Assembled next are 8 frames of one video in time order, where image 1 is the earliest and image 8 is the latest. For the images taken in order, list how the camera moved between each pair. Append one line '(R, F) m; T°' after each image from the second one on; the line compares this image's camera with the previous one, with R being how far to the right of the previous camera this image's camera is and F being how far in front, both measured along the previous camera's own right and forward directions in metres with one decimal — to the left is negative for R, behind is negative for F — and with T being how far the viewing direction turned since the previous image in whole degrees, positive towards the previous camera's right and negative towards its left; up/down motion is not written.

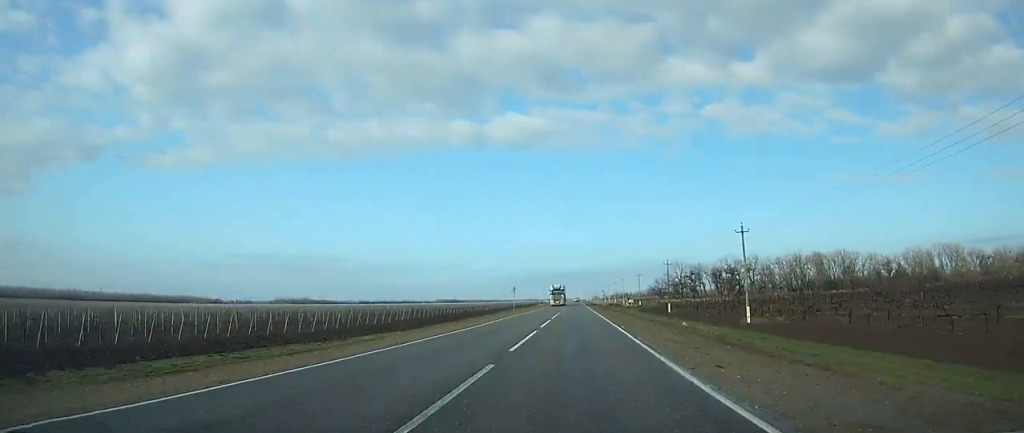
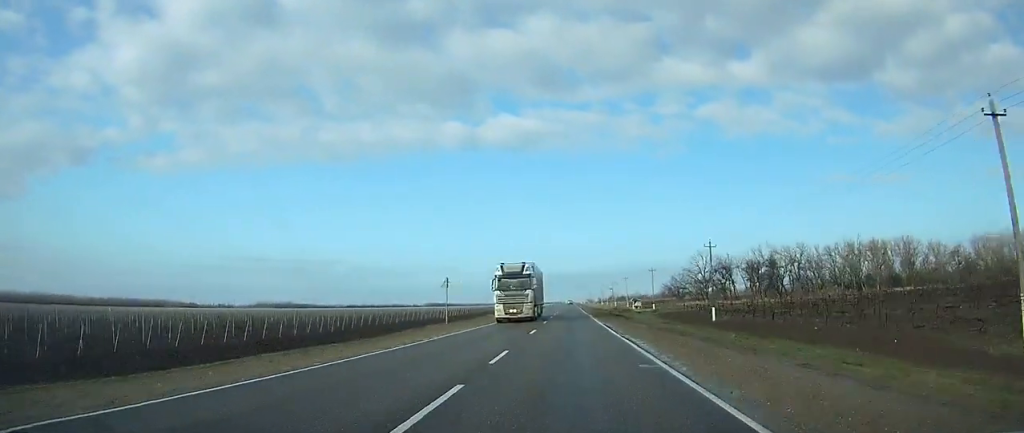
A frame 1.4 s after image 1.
(0.0, +38.5) m; 0°
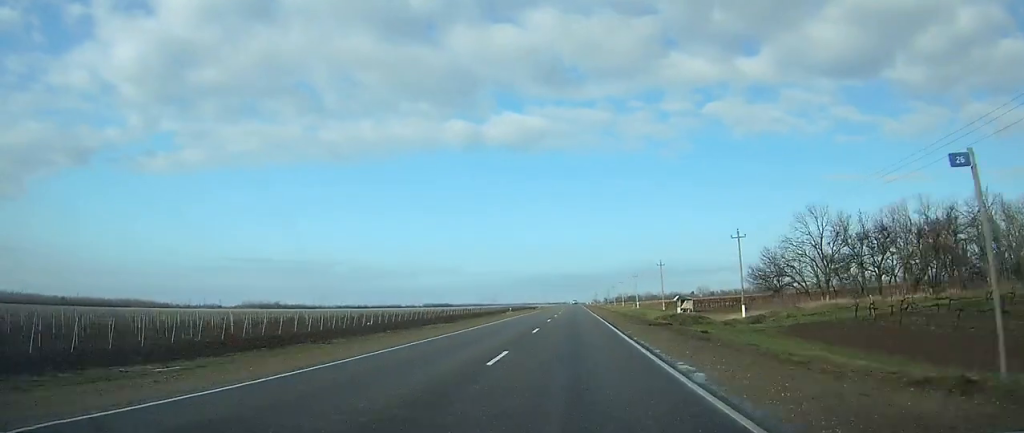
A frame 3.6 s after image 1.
(+0.1, +60.6) m; 0°
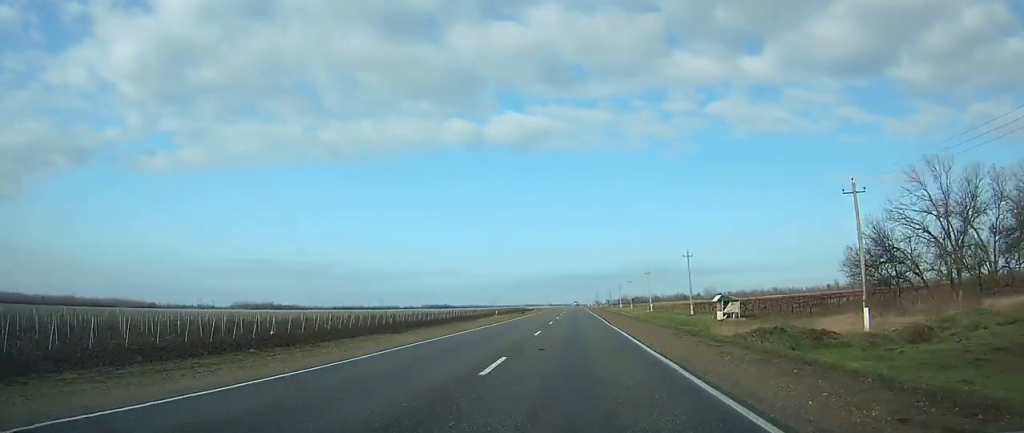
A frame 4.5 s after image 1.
(-0.2, +25.7) m; 0°
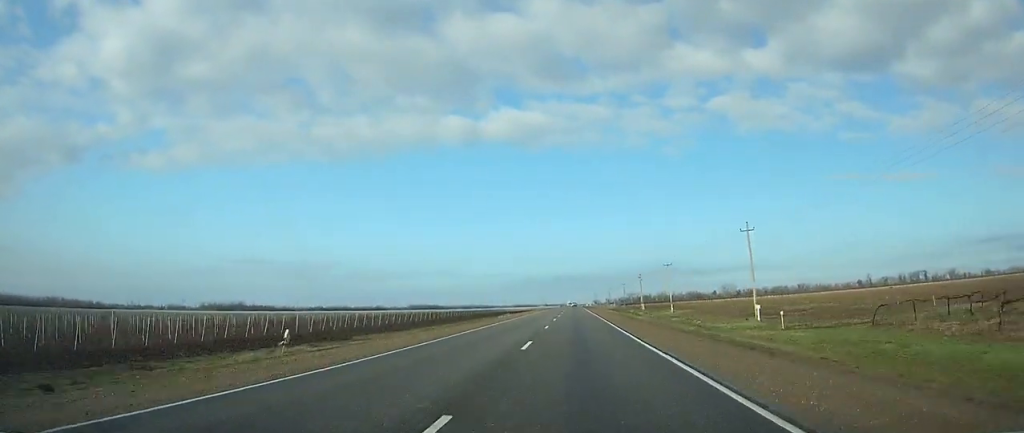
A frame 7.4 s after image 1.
(-0.1, +79.0) m; 0°
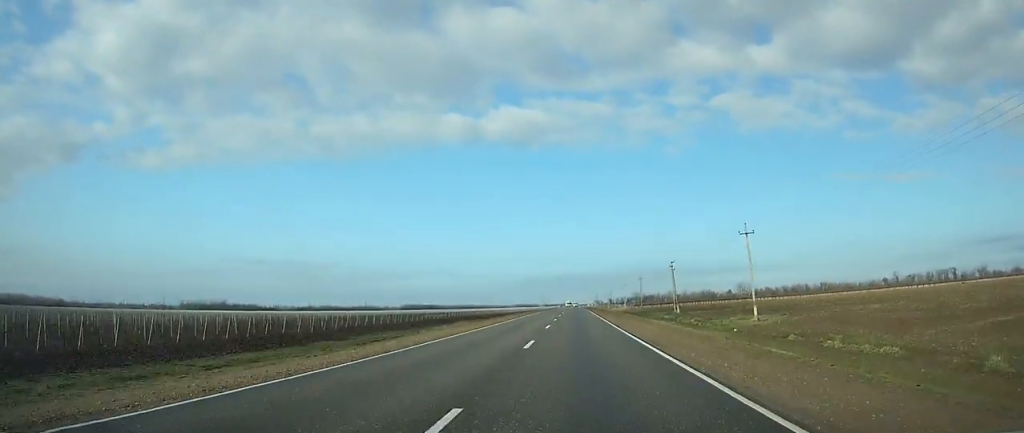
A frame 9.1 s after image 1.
(+0.2, +47.9) m; 0°
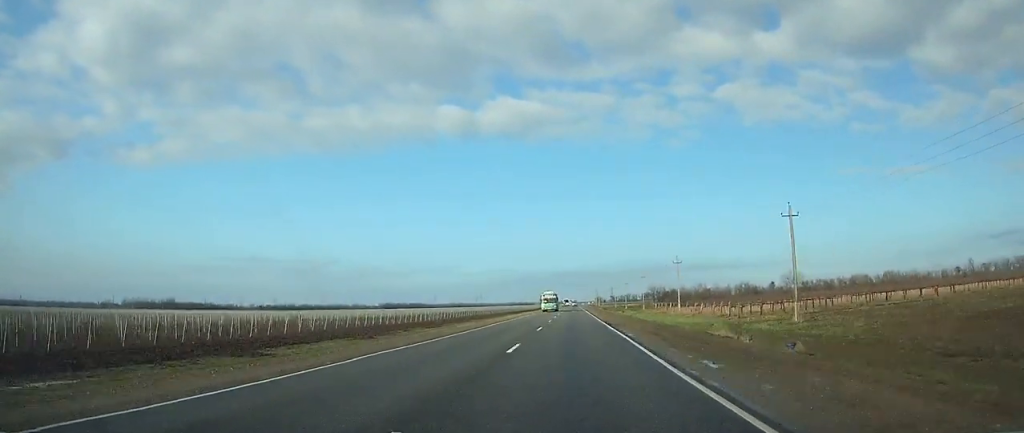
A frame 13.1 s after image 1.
(0.0, +109.7) m; 0°
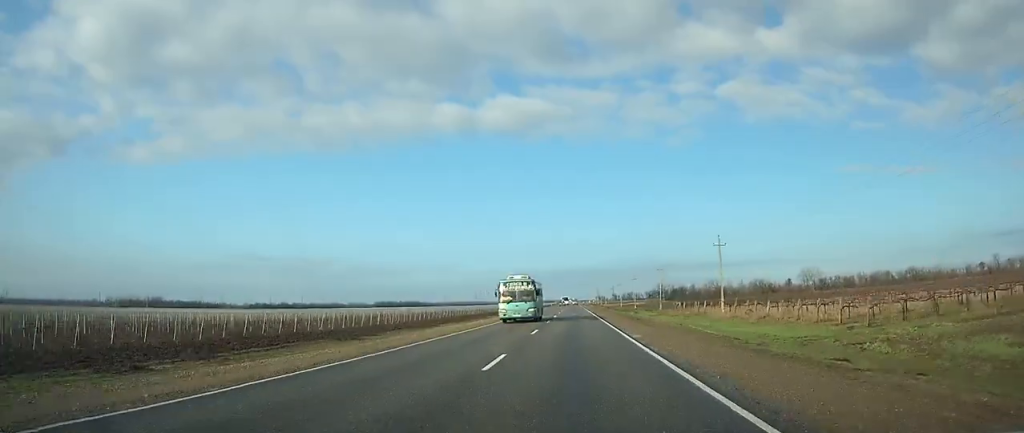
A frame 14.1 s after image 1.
(0.0, +28.0) m; 0°
